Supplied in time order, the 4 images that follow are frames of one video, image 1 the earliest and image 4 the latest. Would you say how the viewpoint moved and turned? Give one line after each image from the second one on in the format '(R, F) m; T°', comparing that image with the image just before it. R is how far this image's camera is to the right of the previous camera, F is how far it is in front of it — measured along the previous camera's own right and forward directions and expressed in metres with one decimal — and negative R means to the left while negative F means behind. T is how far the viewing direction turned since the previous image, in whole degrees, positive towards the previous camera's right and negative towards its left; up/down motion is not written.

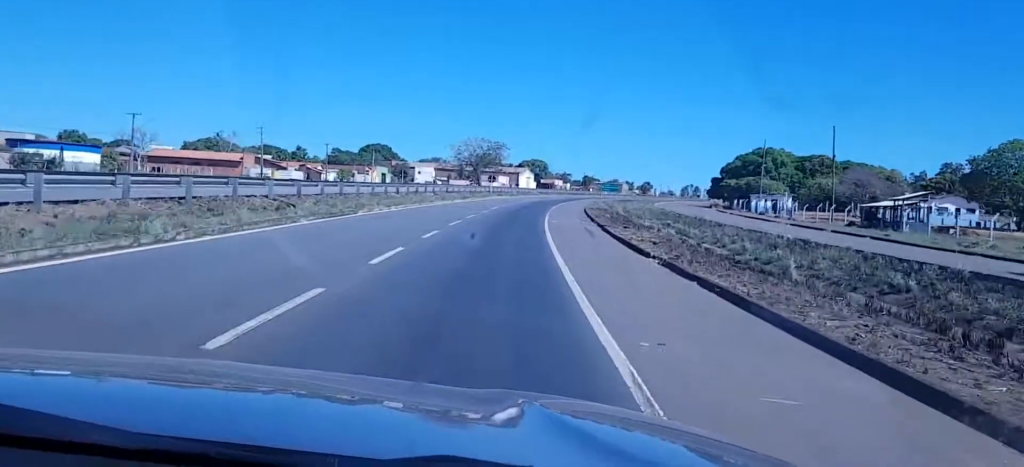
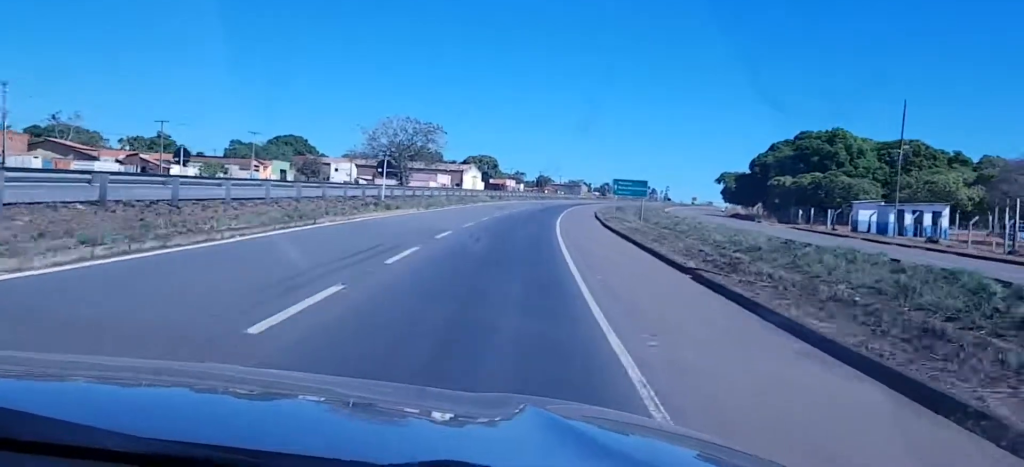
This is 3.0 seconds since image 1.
(+1.9, +65.6) m; +2°
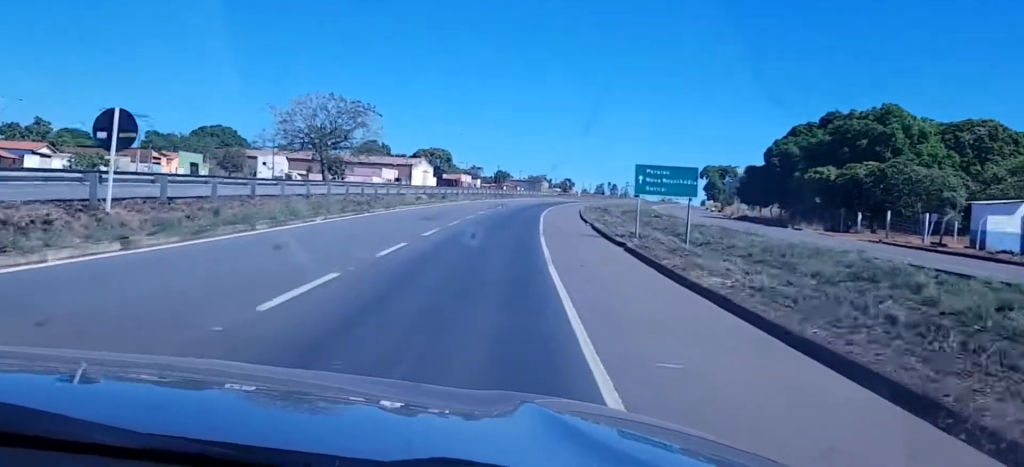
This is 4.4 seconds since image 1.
(0.0, +30.6) m; +1°
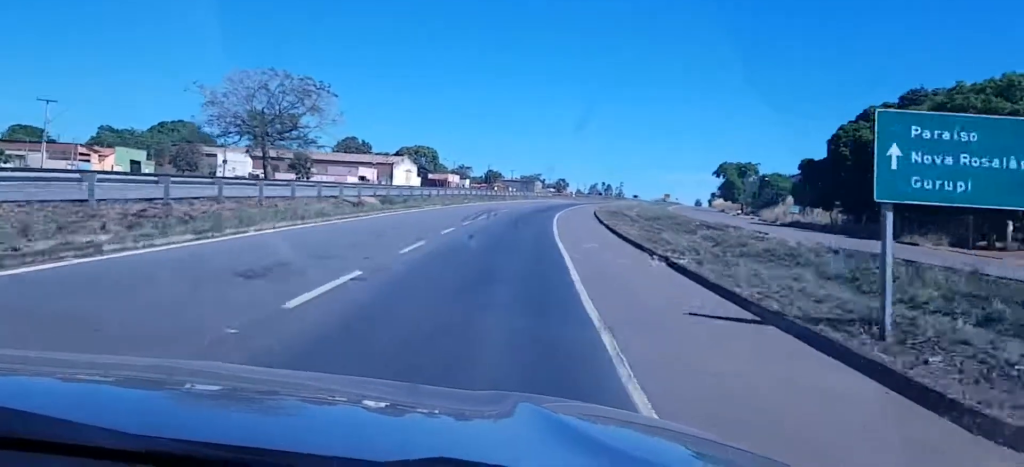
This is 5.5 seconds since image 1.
(+0.6, +24.5) m; 0°
